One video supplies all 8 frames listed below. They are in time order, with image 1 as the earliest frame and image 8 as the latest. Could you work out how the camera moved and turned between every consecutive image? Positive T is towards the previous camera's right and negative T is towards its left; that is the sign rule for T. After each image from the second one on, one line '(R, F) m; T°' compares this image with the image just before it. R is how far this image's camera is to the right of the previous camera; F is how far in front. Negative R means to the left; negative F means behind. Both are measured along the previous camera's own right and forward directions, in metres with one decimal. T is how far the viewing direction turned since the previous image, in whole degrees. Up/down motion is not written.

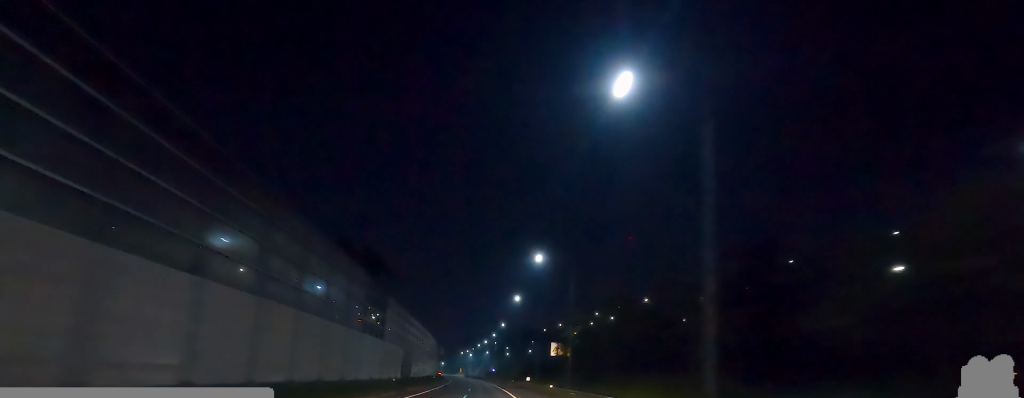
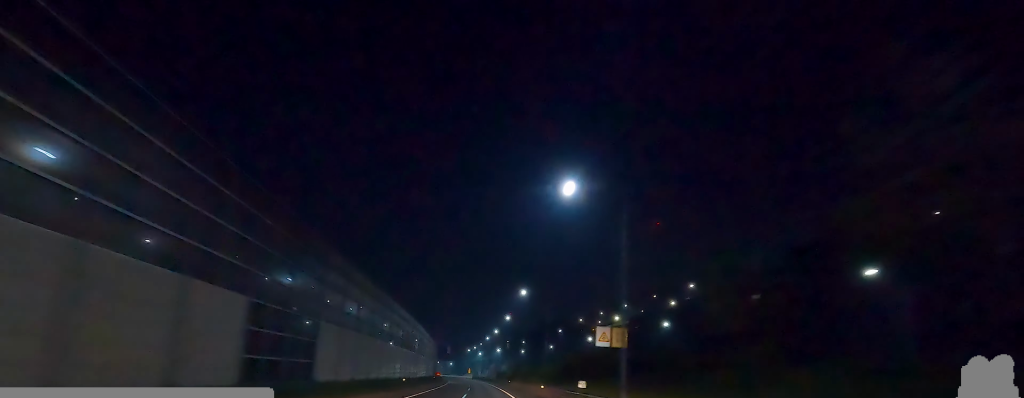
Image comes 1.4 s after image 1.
(-0.4, +36.9) m; -2°
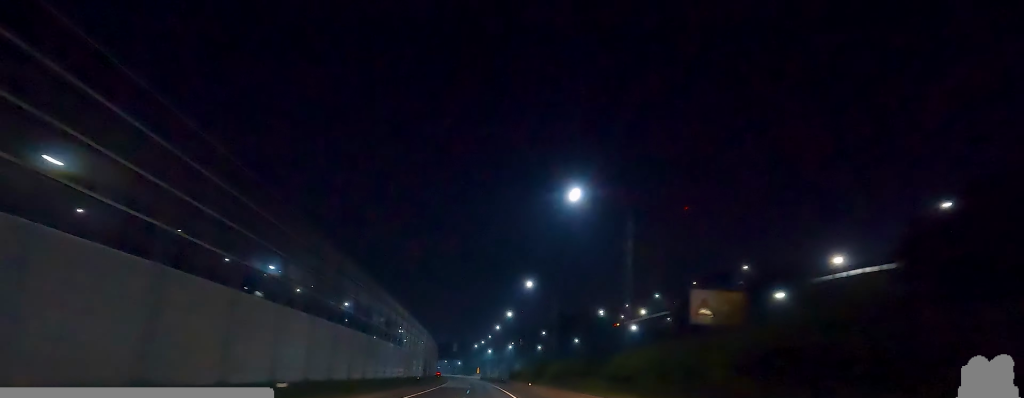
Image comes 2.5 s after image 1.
(-1.0, +29.6) m; -1°
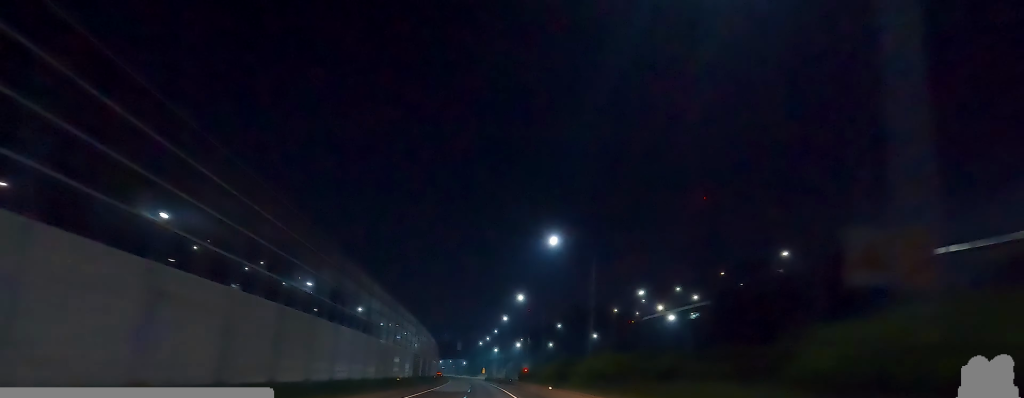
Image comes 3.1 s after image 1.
(+0.2, +16.2) m; 0°
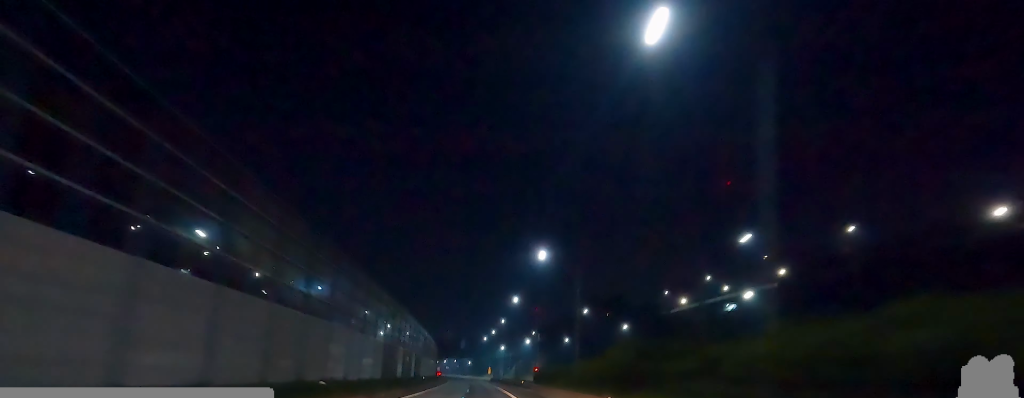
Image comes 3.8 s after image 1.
(+0.2, +20.7) m; -1°
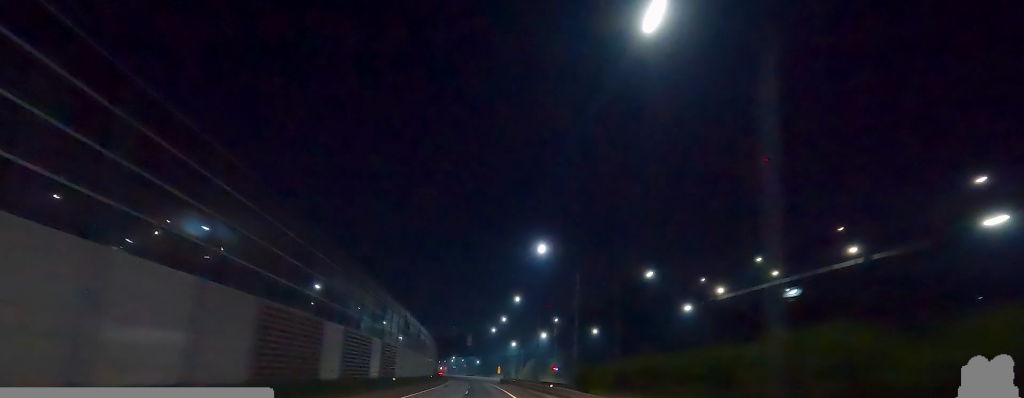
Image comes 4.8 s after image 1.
(-0.6, +25.0) m; -2°
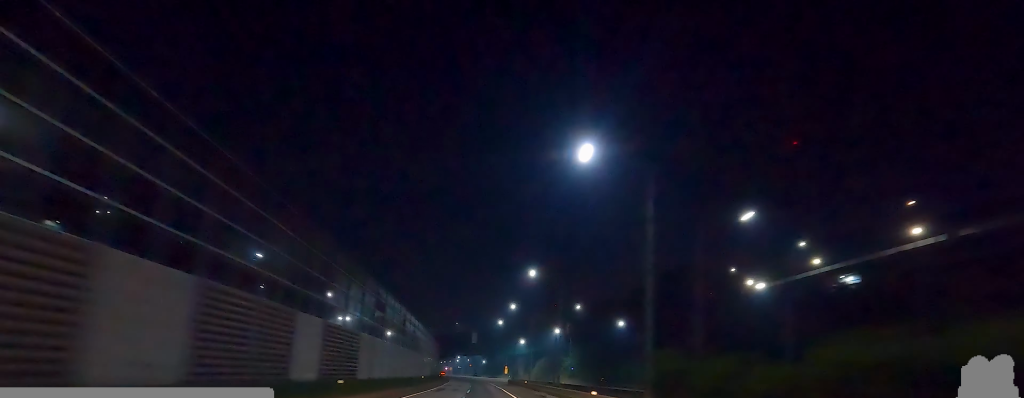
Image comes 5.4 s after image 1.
(-0.3, +16.2) m; -1°
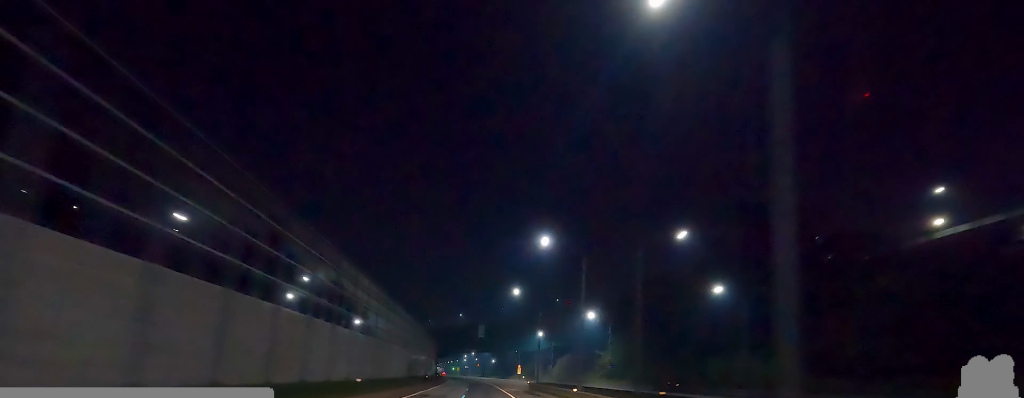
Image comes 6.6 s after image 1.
(-0.1, +34.3) m; +1°
